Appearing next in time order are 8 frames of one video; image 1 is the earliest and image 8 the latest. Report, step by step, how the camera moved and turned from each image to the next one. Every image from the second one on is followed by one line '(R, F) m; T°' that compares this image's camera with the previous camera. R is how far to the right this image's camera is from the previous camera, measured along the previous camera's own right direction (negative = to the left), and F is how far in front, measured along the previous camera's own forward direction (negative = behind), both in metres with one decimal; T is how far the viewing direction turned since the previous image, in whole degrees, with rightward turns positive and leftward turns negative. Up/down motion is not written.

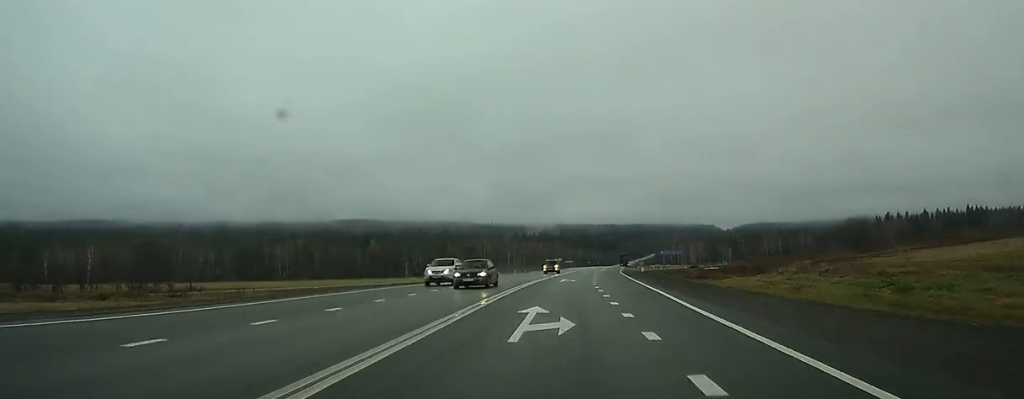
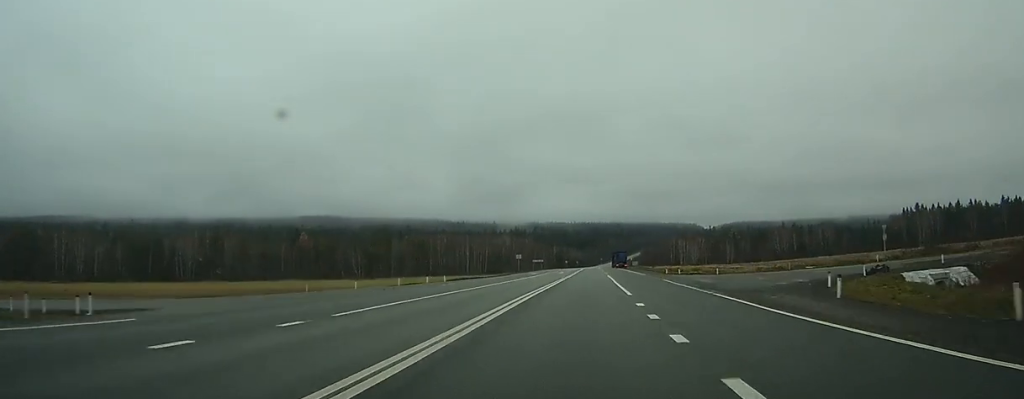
(+1.5, +67.5) m; +2°
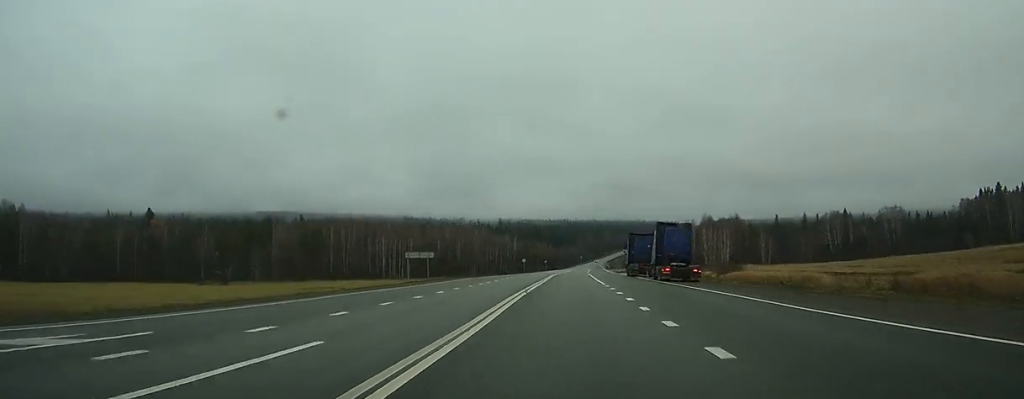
(+2.2, +106.6) m; +2°
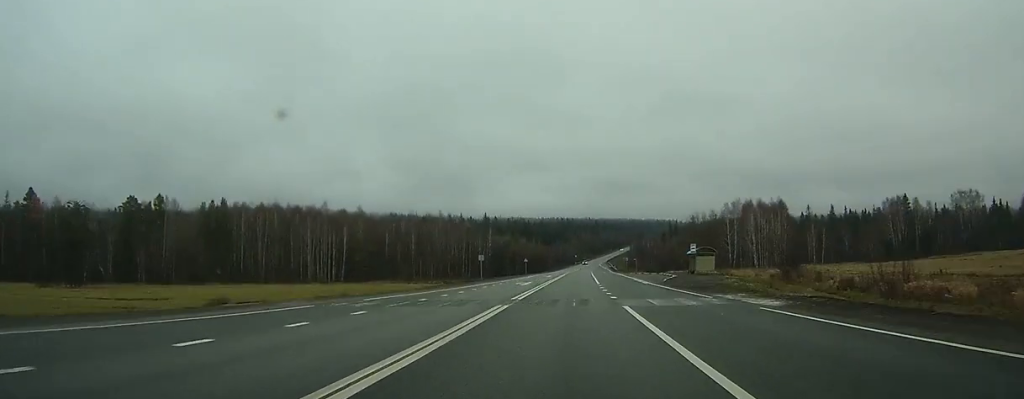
(+0.3, +60.4) m; +1°
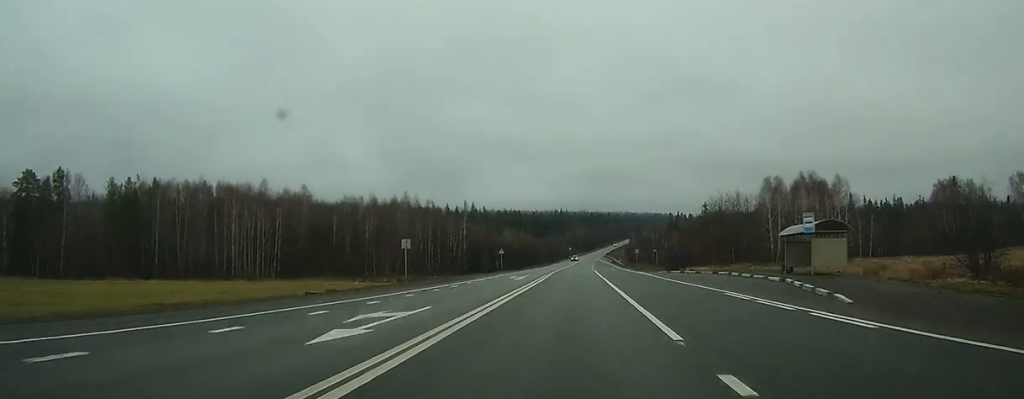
(+0.1, +35.5) m; +1°
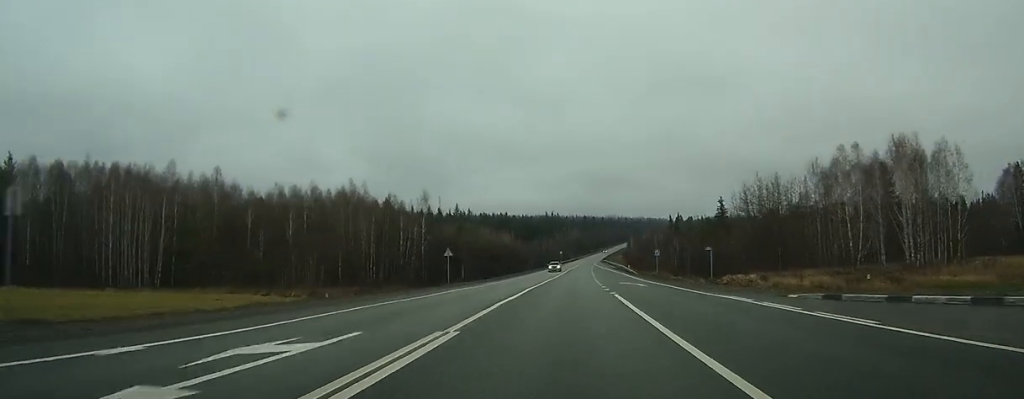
(+0.2, +35.4) m; +1°
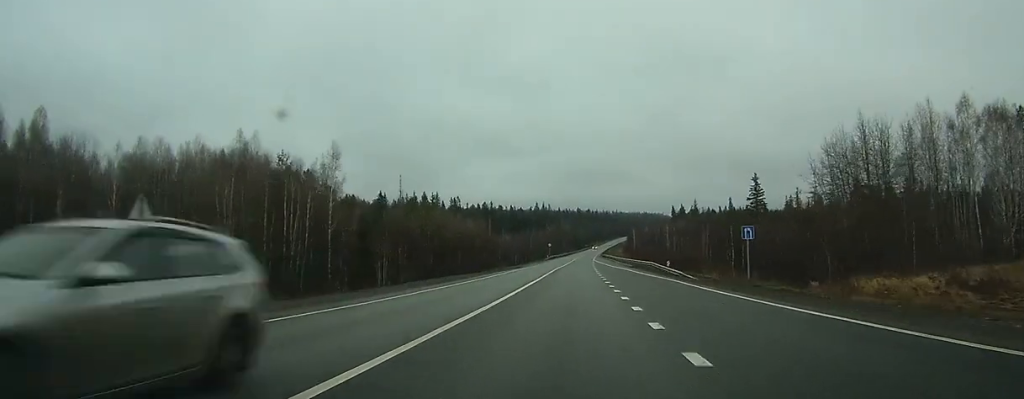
(+0.3, +42.8) m; +1°
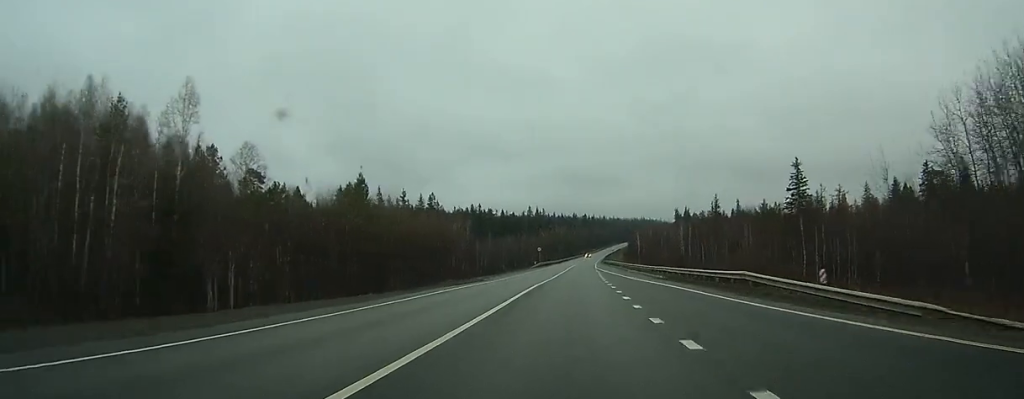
(+0.1, +30.5) m; 0°
